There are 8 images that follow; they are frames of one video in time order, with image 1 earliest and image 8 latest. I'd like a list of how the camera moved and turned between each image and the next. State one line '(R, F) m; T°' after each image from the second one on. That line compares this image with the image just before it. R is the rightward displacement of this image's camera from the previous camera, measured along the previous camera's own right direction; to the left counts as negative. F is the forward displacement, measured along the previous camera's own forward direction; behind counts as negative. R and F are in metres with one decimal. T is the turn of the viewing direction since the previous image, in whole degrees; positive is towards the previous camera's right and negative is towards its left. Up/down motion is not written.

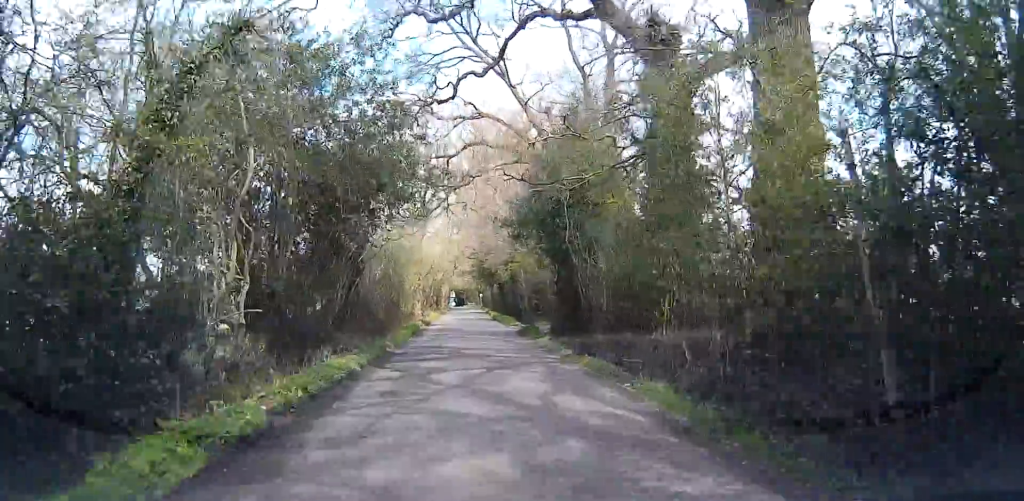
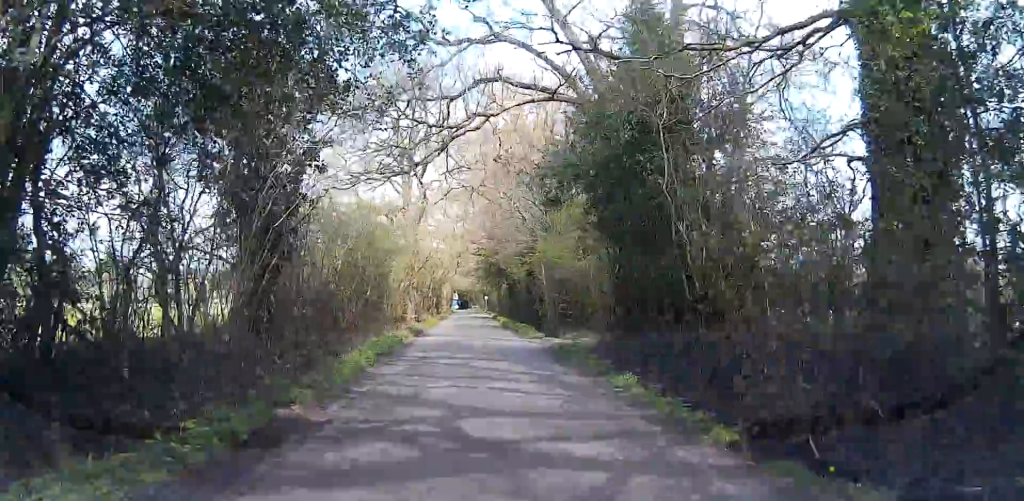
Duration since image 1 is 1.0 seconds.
(-0.3, +11.9) m; -3°
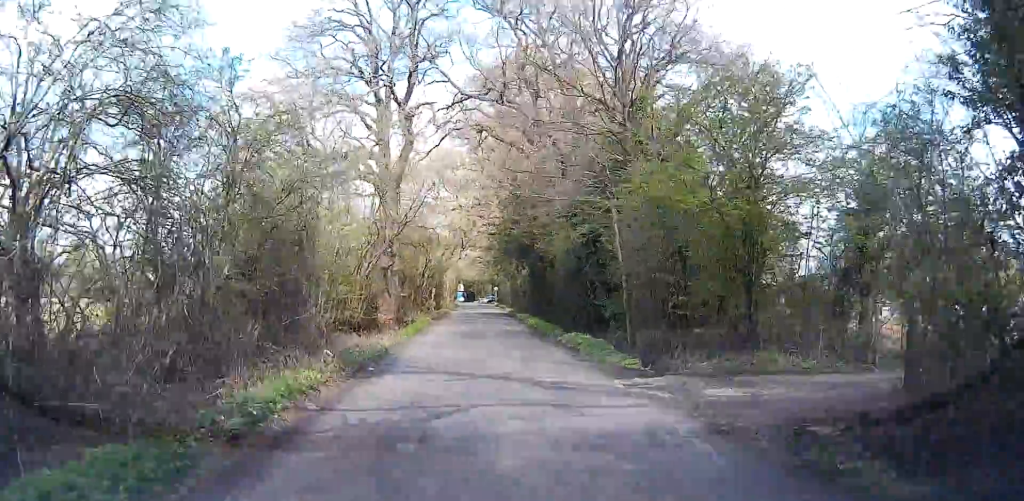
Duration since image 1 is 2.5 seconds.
(-0.5, +18.5) m; -1°
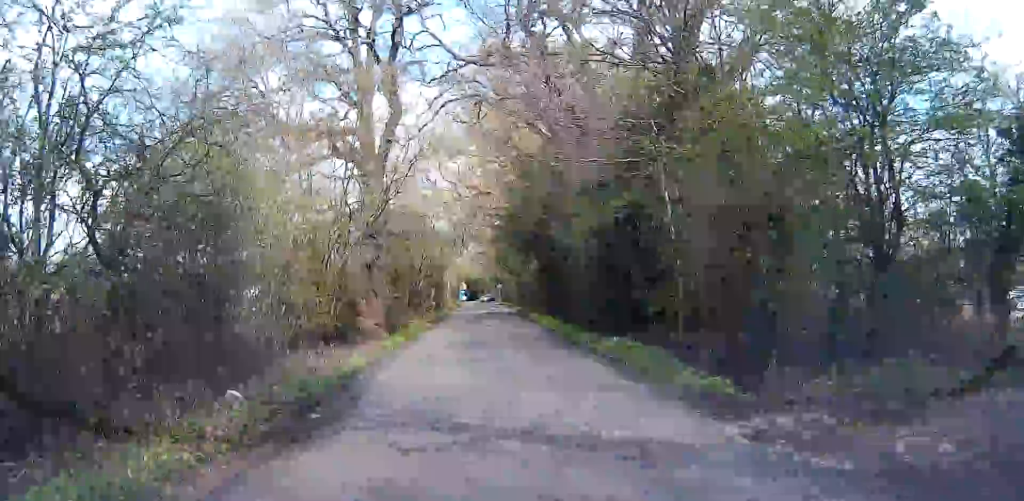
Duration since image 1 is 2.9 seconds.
(-0.1, +5.8) m; +1°
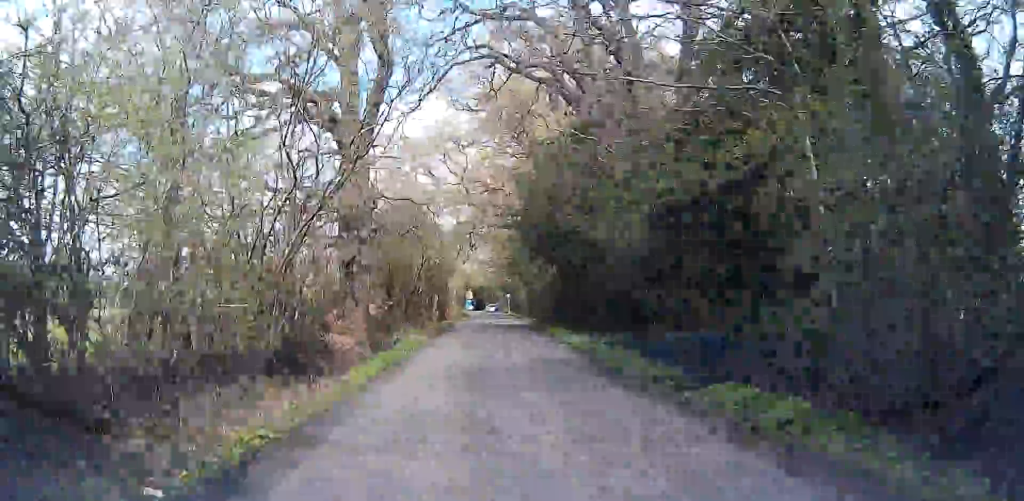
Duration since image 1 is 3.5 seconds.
(+0.1, +7.1) m; +1°
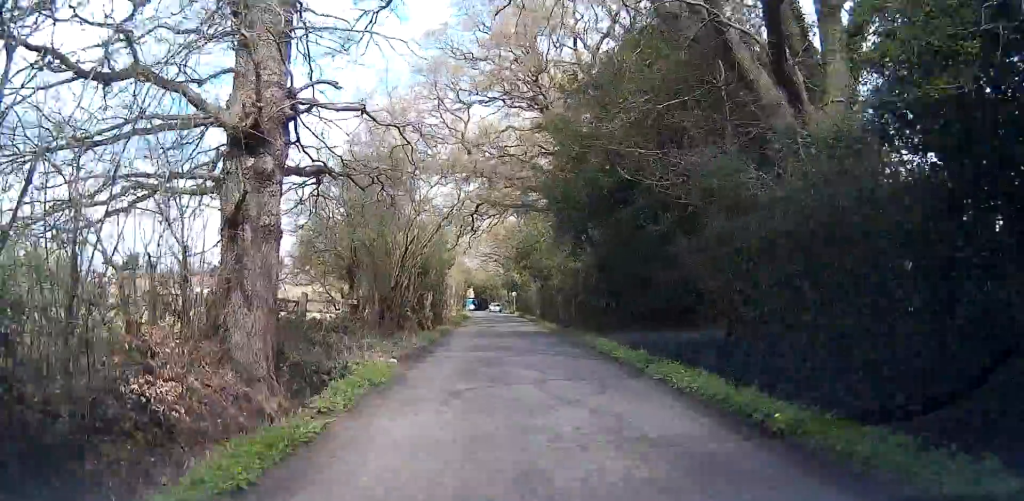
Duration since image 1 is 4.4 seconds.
(+0.2, +11.2) m; +2°
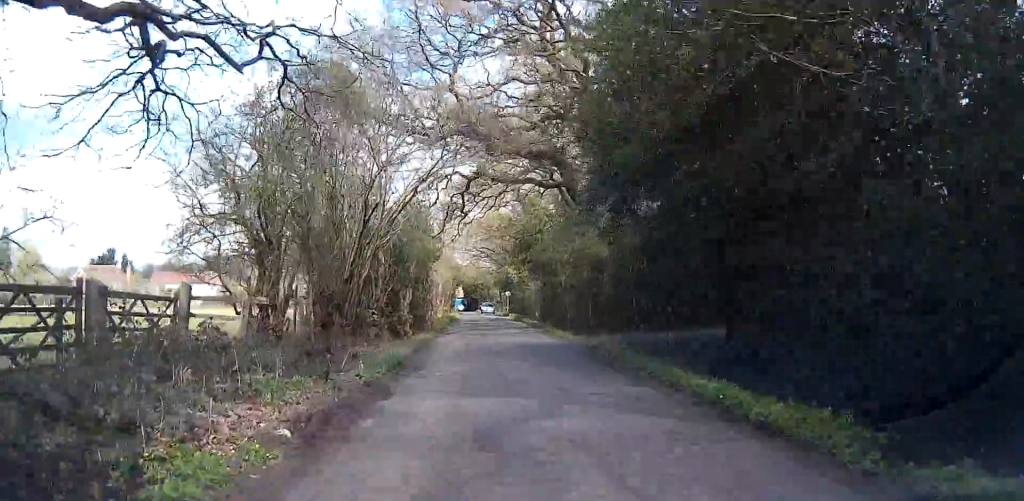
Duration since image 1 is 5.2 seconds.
(+0.1, +8.9) m; +1°
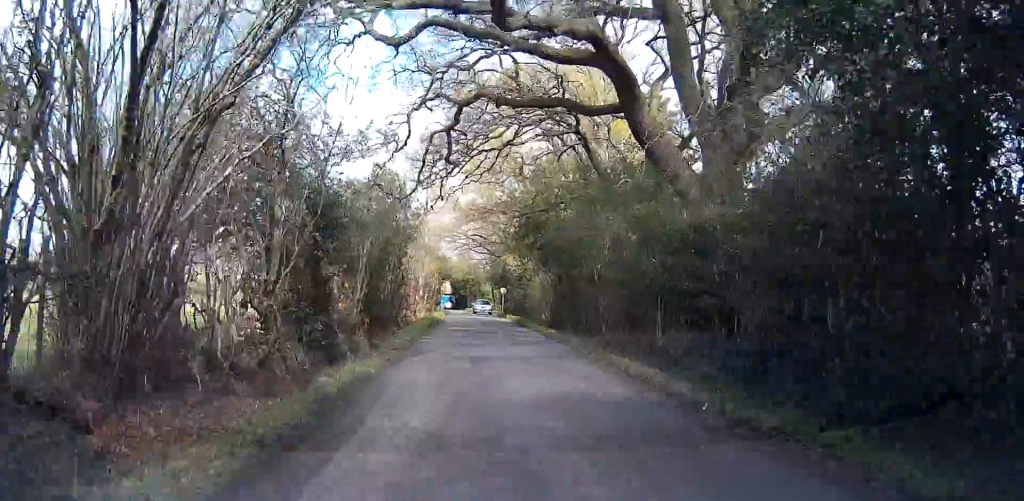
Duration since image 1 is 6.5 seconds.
(0.0, +13.3) m; 0°
